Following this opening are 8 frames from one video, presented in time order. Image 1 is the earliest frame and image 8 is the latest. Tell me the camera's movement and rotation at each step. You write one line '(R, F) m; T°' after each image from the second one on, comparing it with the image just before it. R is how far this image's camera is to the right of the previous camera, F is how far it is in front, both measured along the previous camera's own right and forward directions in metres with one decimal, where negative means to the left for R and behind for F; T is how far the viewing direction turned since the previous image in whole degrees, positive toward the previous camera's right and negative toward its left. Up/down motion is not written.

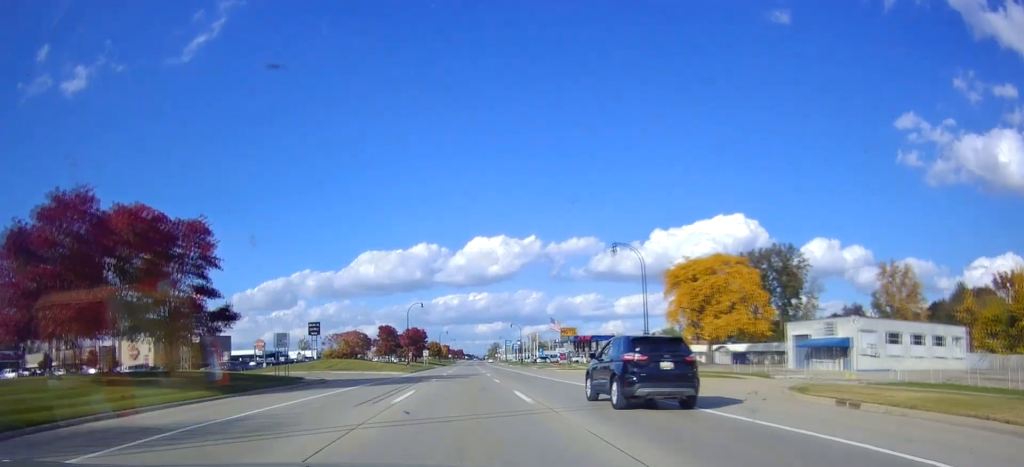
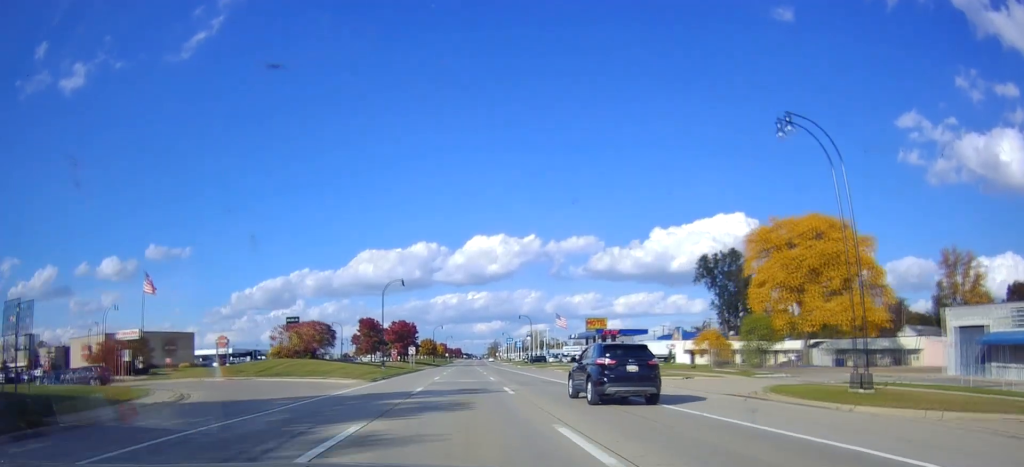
(-0.7, +24.8) m; -3°
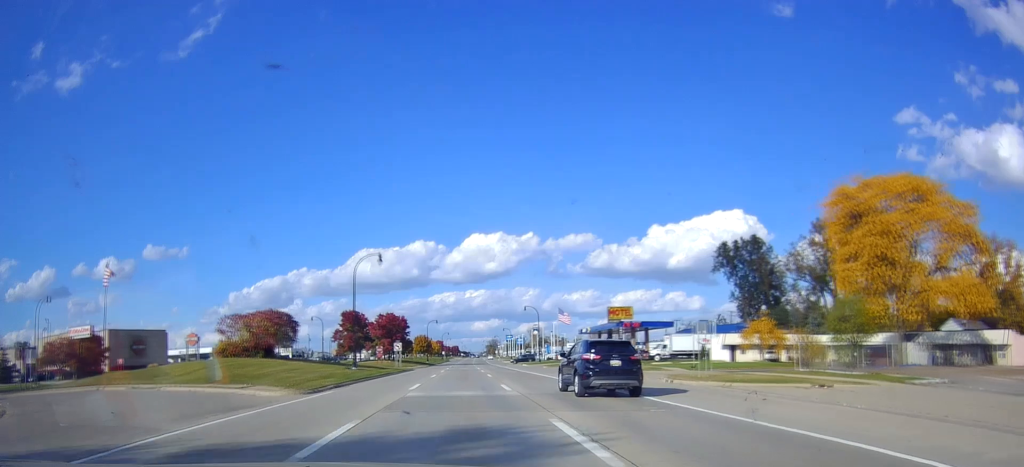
(-0.3, +15.0) m; -1°
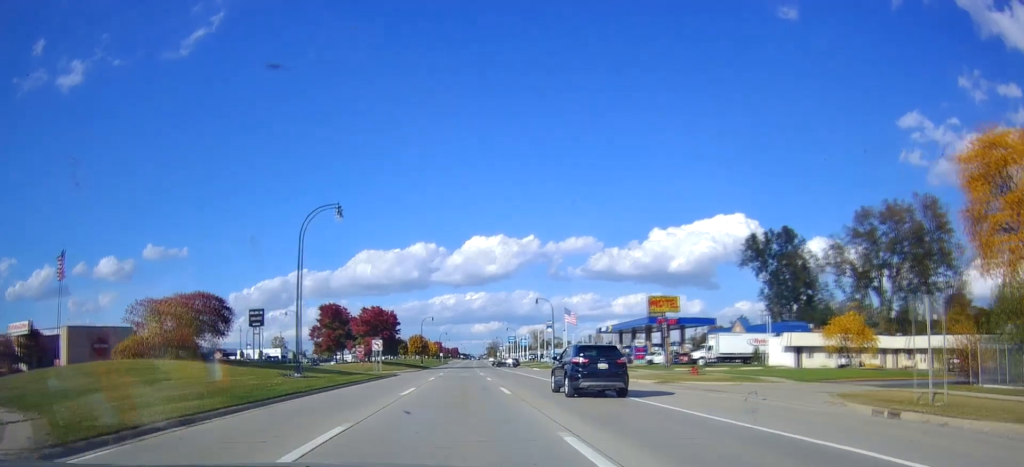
(0.0, +16.3) m; +2°
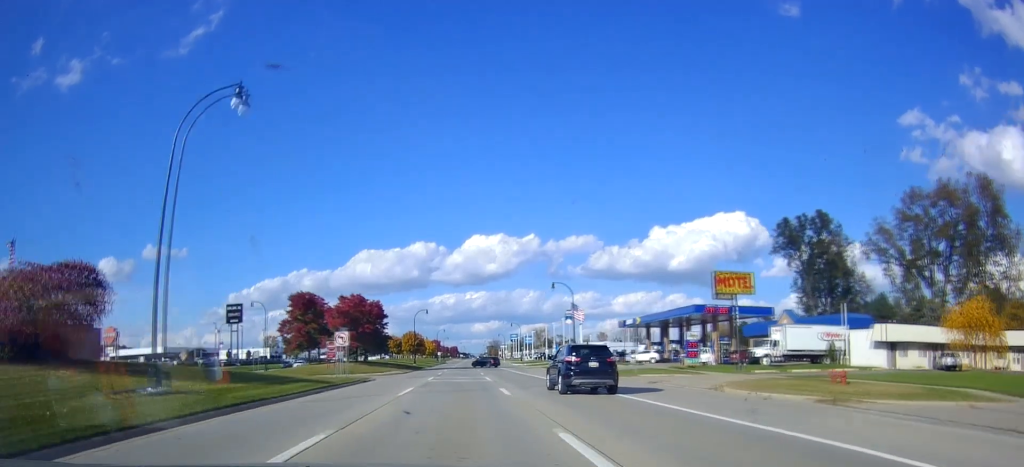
(+0.5, +15.6) m; +1°
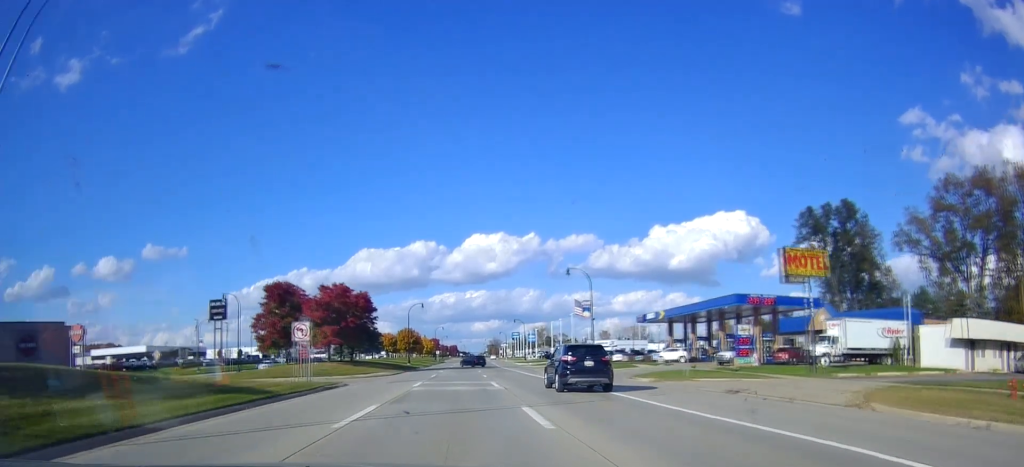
(+0.1, +9.7) m; 0°
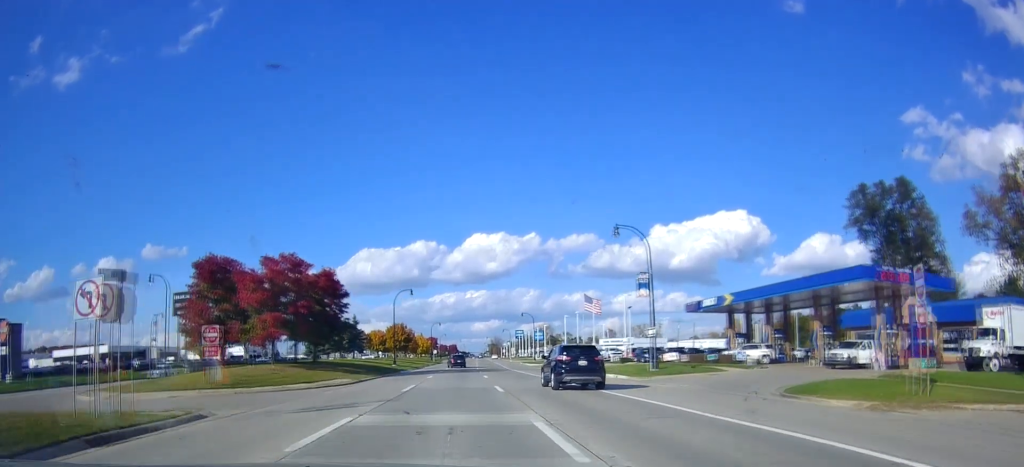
(-0.3, +18.2) m; 0°
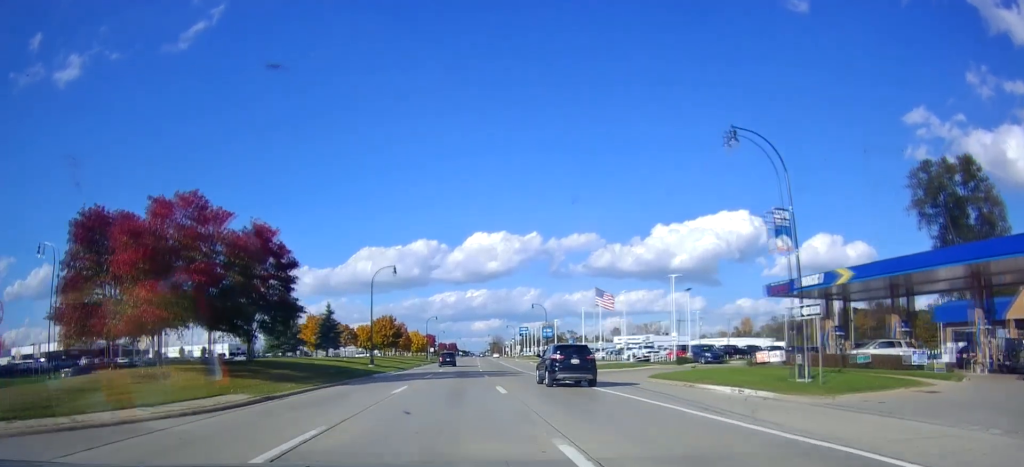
(+0.4, +17.5) m; -1°
